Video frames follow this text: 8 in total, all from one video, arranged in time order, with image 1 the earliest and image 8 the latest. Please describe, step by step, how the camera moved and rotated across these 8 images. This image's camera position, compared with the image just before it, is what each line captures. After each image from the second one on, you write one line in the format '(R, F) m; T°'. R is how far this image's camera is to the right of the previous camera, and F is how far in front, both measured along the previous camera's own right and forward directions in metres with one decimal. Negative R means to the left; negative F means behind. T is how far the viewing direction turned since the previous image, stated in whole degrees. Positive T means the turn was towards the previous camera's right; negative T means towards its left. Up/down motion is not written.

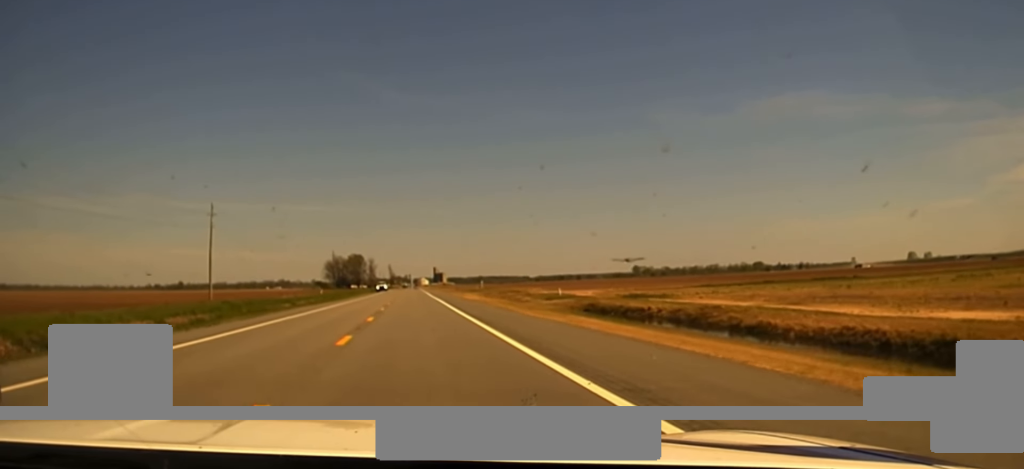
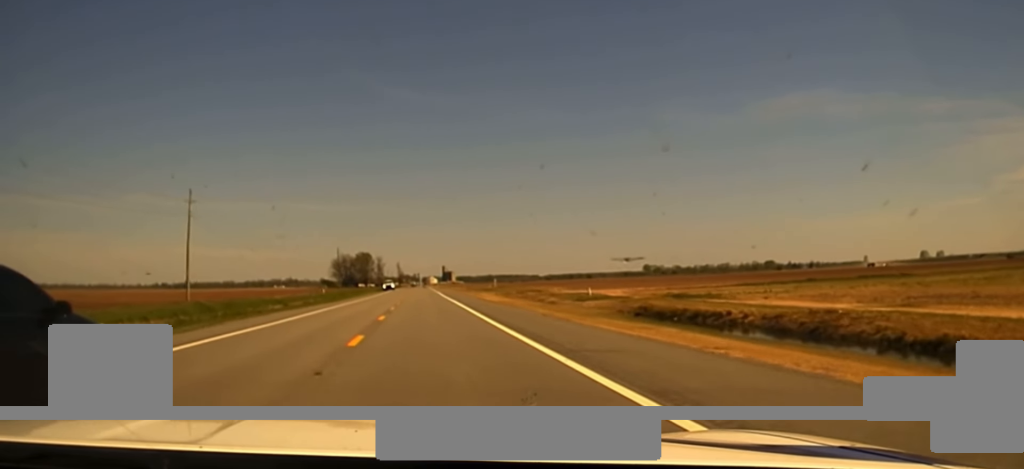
(+0.2, +9.8) m; +1°
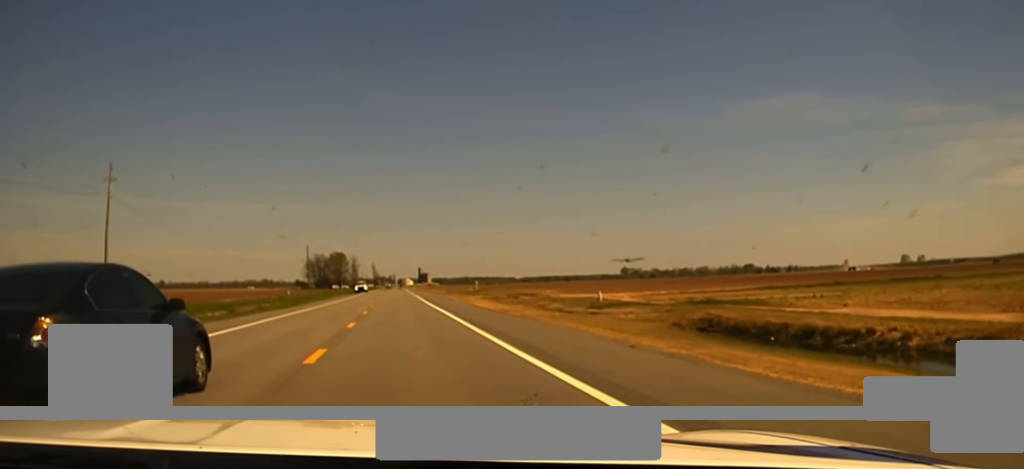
(0.0, +13.1) m; 0°
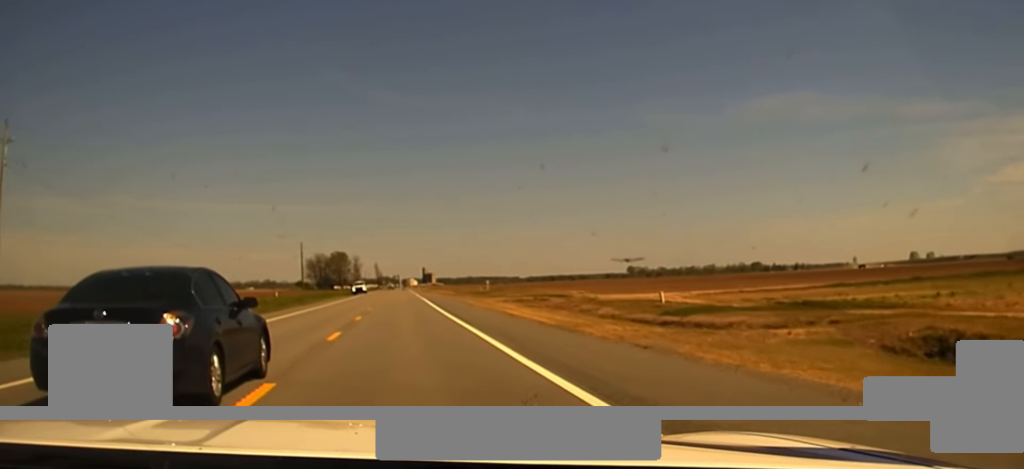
(0.0, +16.2) m; 0°
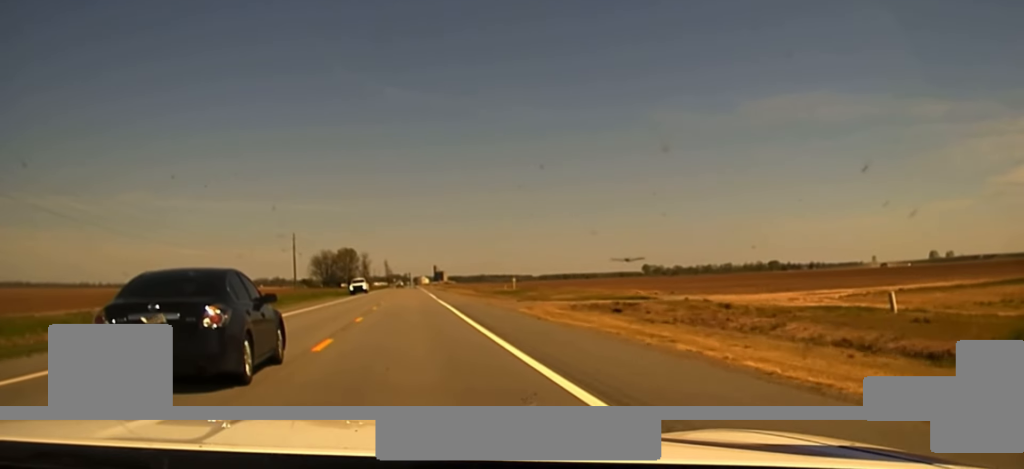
(-0.1, +25.2) m; 0°
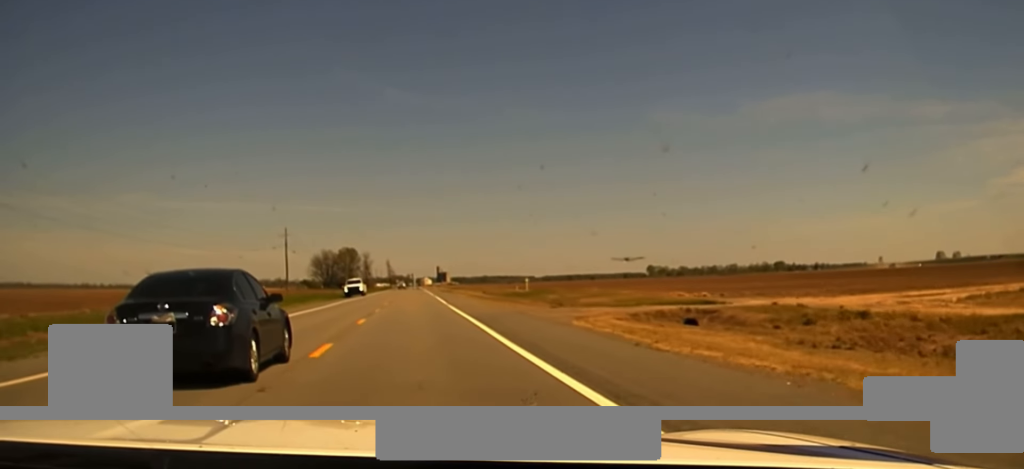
(0.0, +13.5) m; 0°
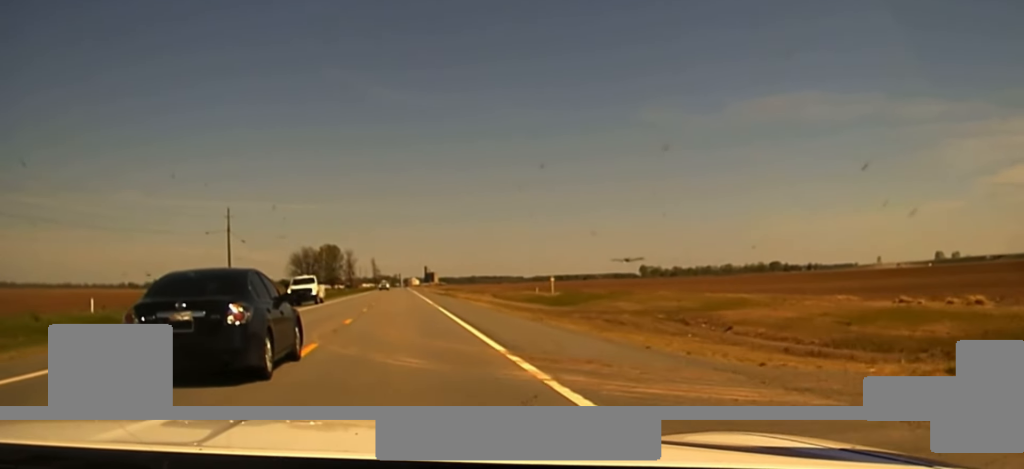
(-0.1, +33.1) m; 0°
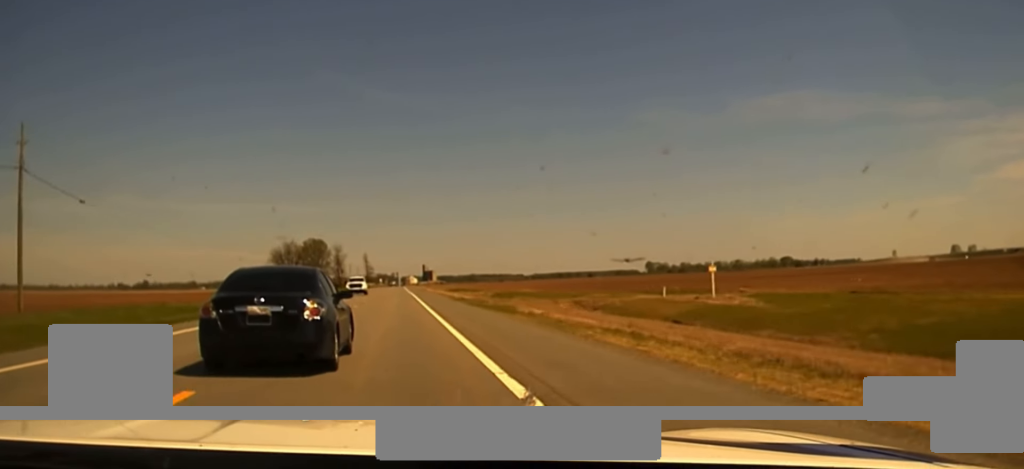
(+0.8, +56.2) m; +1°
